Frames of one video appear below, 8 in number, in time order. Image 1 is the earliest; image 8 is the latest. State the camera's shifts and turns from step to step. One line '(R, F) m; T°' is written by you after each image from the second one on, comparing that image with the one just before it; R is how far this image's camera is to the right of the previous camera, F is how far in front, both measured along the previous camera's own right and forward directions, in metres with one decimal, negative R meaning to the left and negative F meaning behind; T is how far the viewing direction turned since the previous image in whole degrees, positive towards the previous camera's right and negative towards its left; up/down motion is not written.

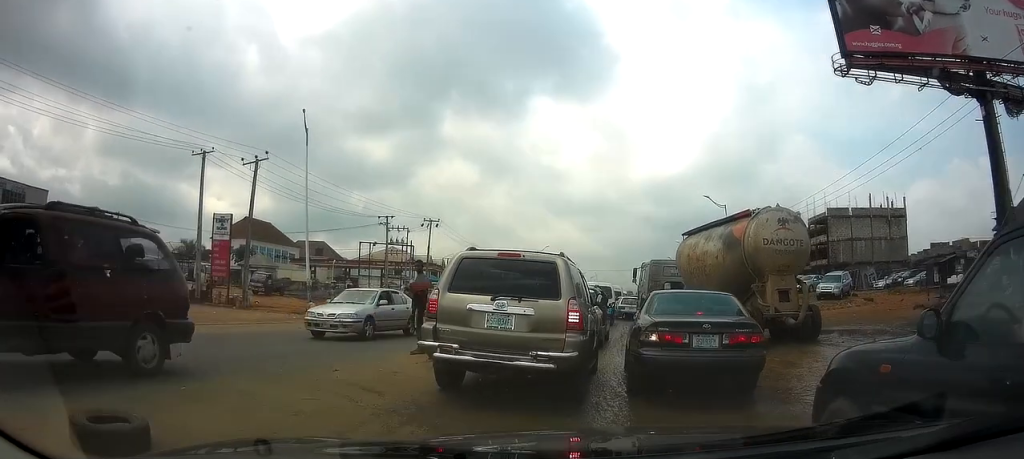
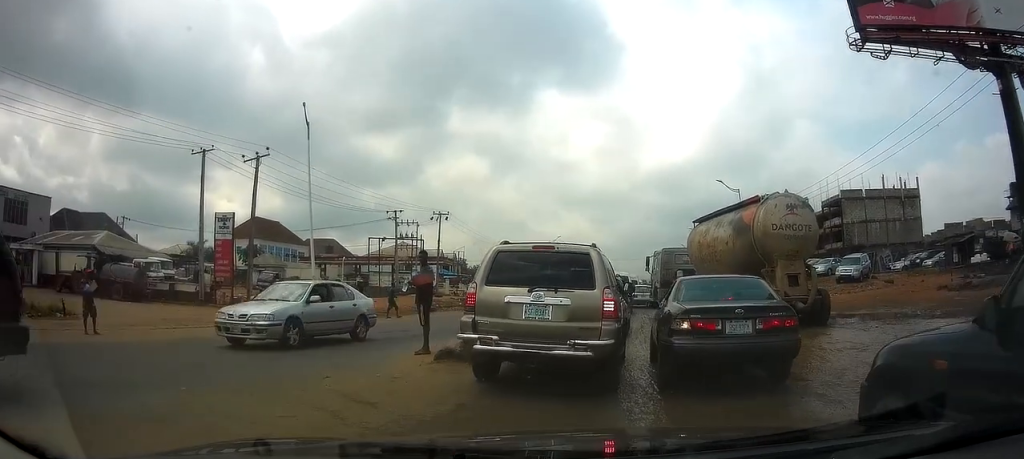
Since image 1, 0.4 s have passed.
(0.0, +0.9) m; +1°
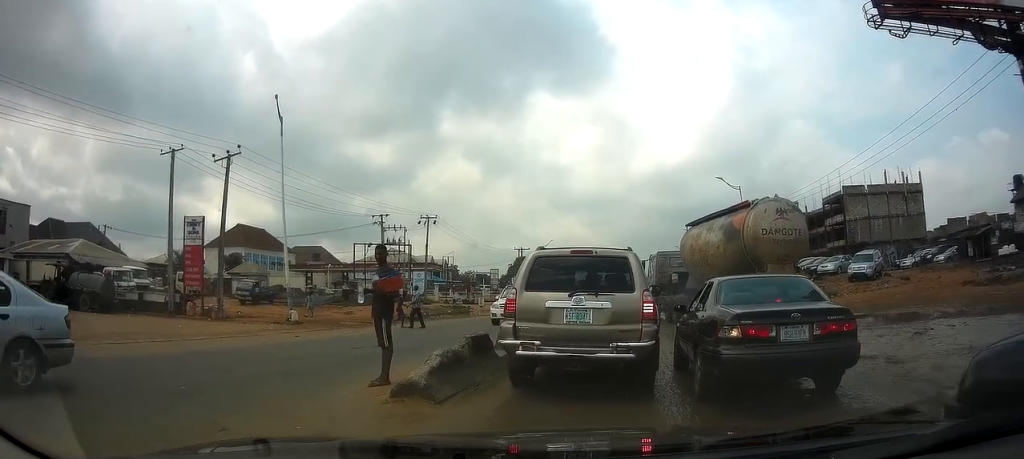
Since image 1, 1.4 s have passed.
(+0.1, +2.6) m; +6°
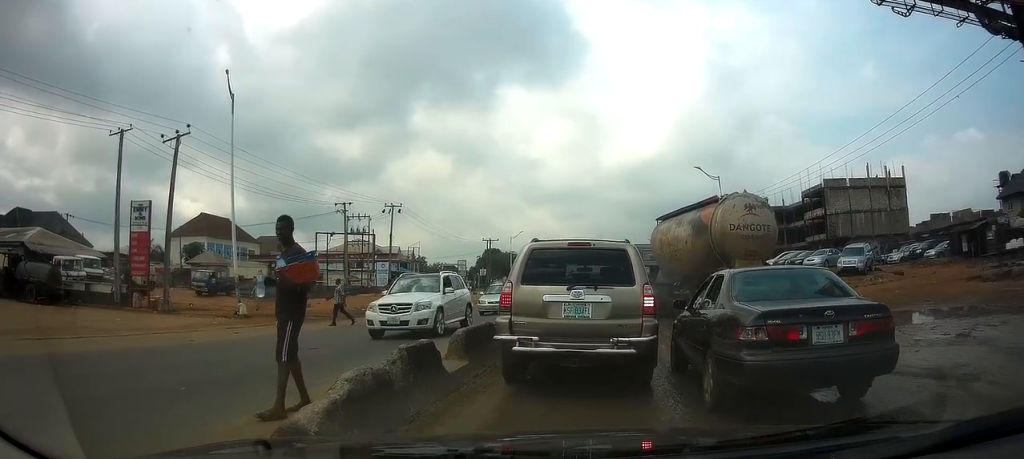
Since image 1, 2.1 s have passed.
(+0.1, +2.1) m; +3°
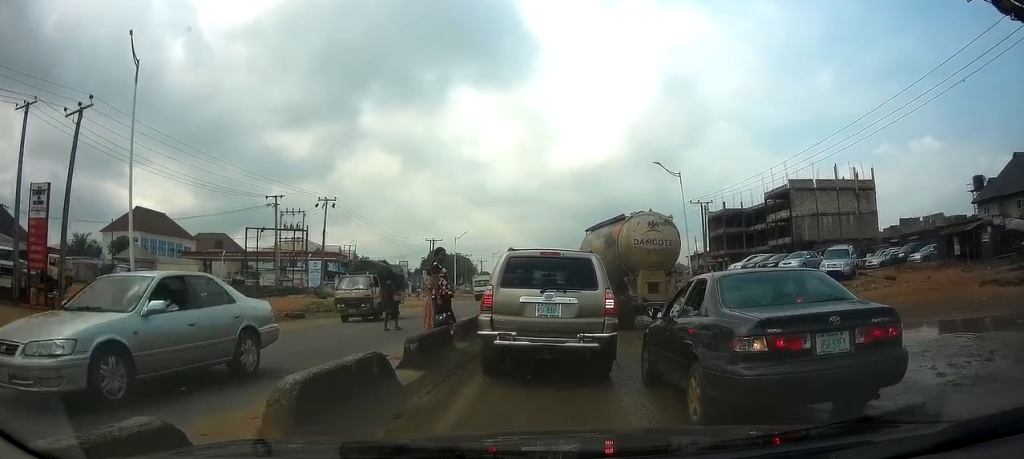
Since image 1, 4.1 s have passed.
(+0.2, +4.5) m; +7°
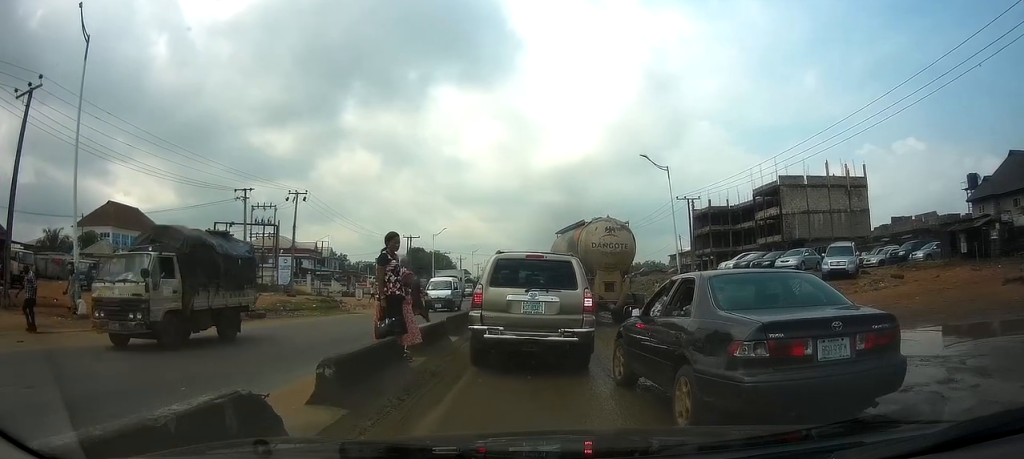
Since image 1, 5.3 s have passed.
(0.0, +2.5) m; 0°
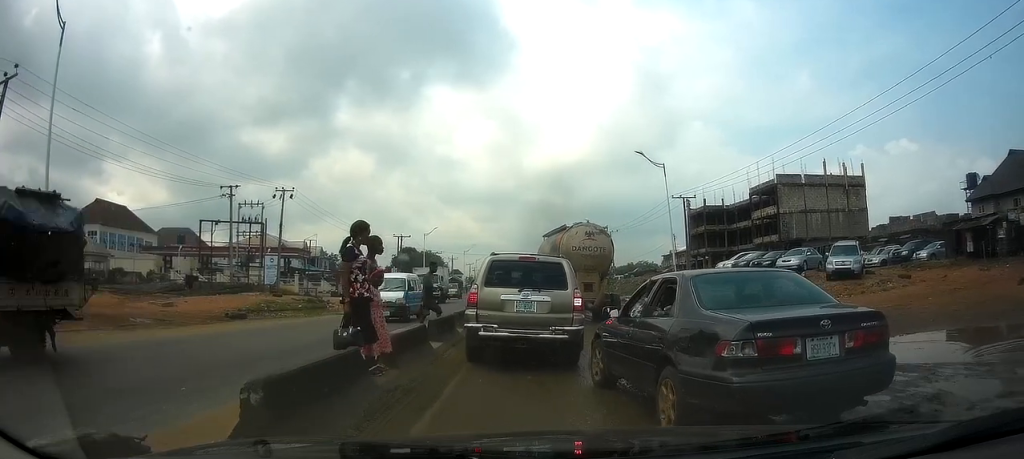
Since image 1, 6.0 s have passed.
(0.0, +1.4) m; 0°
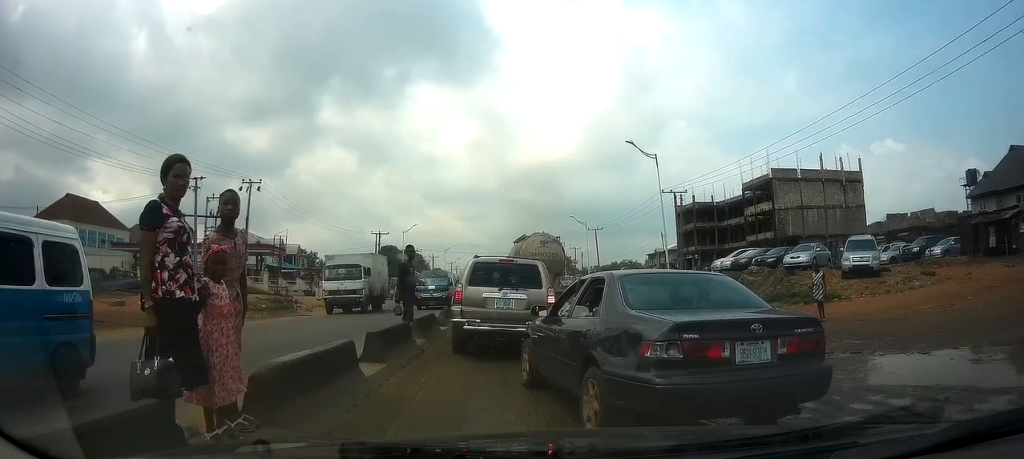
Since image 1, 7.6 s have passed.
(+0.1, +3.3) m; +2°
